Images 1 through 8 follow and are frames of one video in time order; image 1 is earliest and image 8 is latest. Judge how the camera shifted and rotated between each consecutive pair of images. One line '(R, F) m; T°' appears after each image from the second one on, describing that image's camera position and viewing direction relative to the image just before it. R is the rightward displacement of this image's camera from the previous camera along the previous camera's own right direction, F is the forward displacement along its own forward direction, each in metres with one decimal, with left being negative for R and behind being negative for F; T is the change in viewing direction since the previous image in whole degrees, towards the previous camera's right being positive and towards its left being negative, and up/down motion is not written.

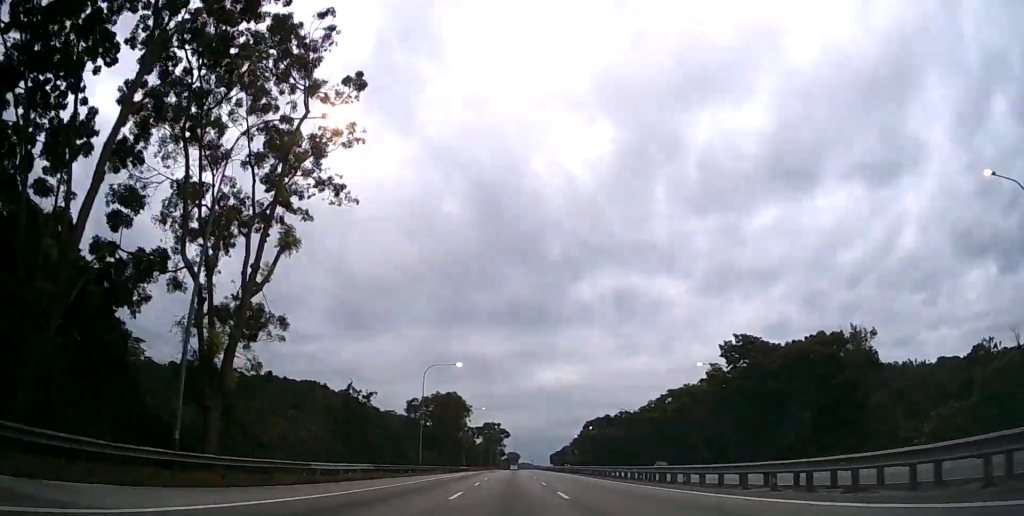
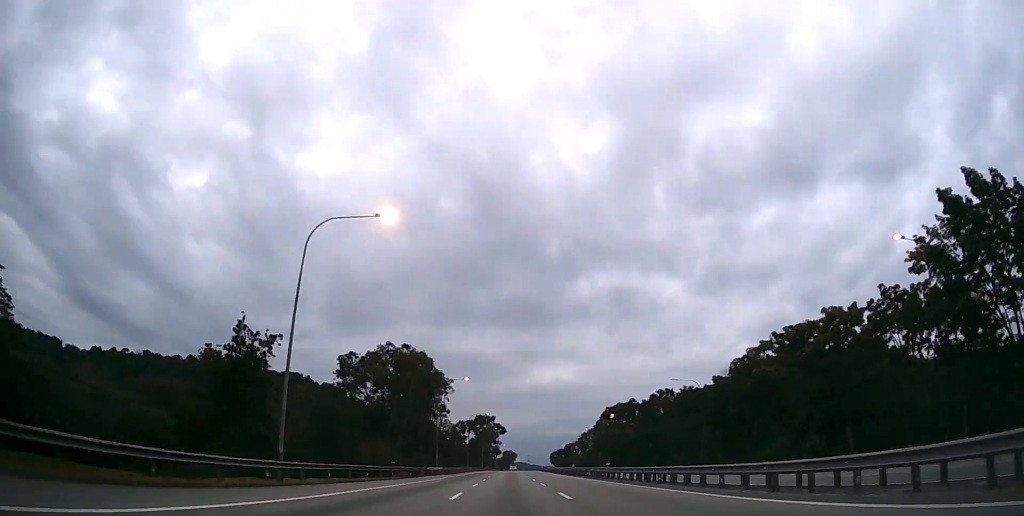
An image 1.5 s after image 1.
(0.0, +36.3) m; 0°
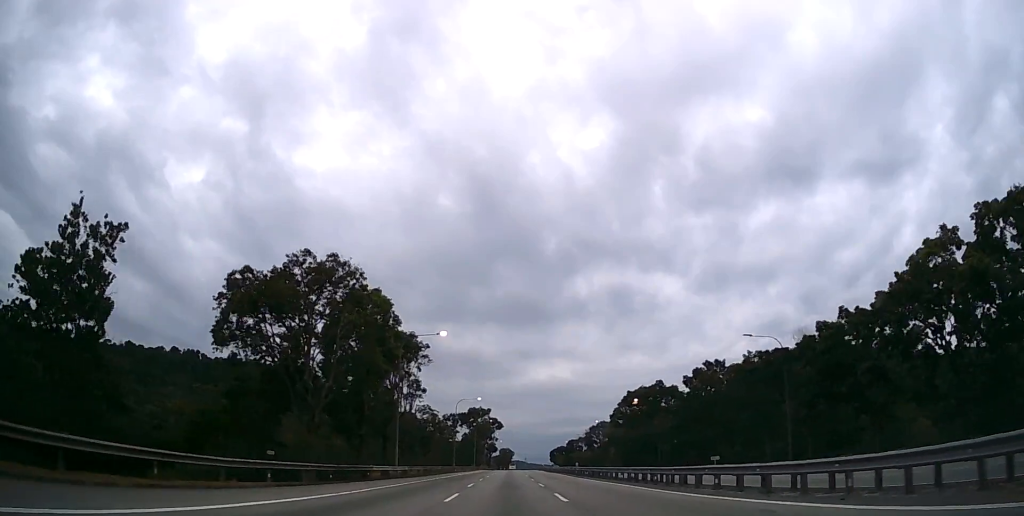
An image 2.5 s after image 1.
(+0.2, +24.0) m; 0°
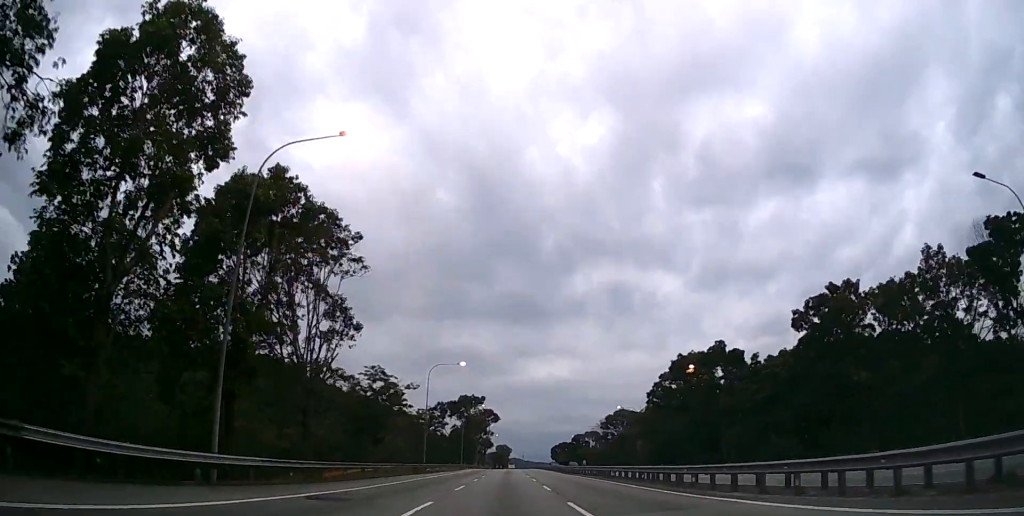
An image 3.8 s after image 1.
(0.0, +29.8) m; 0°
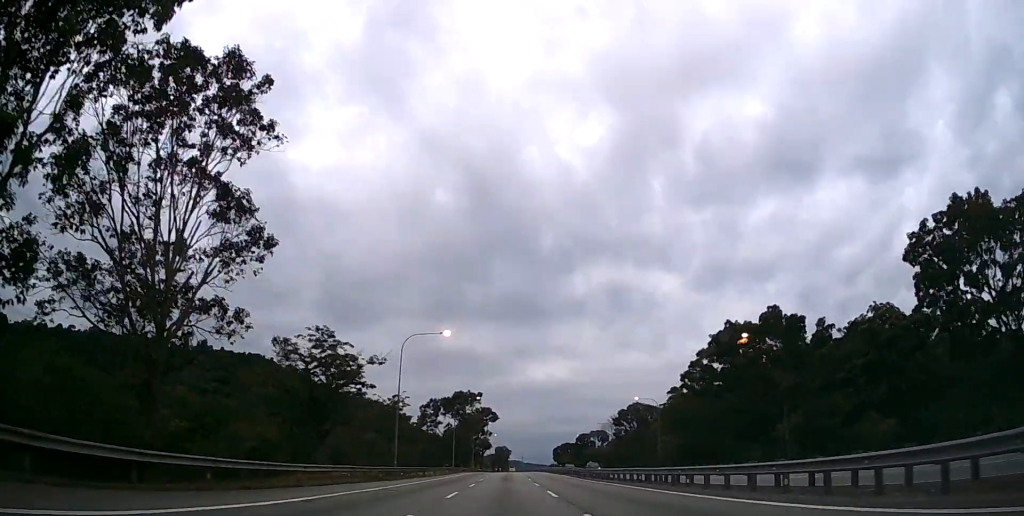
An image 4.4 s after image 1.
(0.0, +15.3) m; 0°
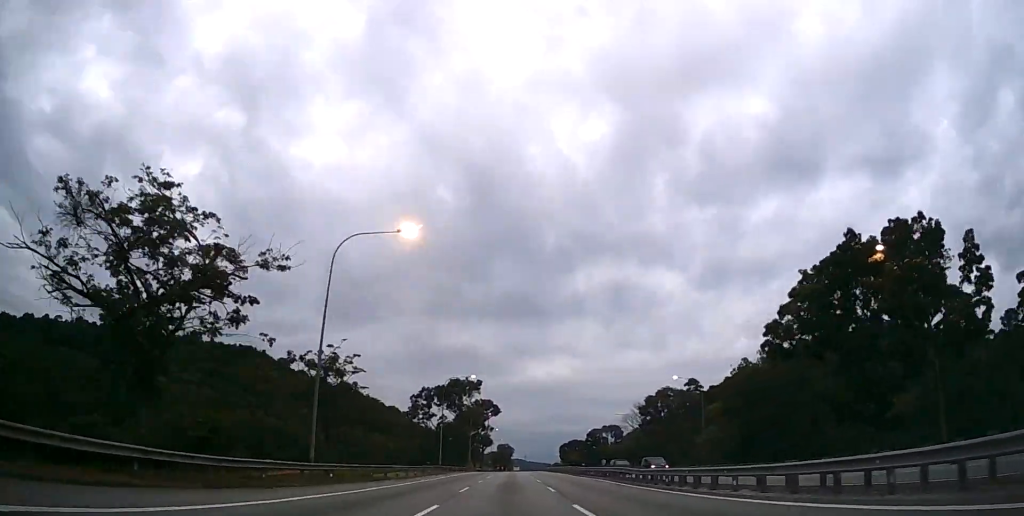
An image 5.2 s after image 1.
(0.0, +20.3) m; 0°
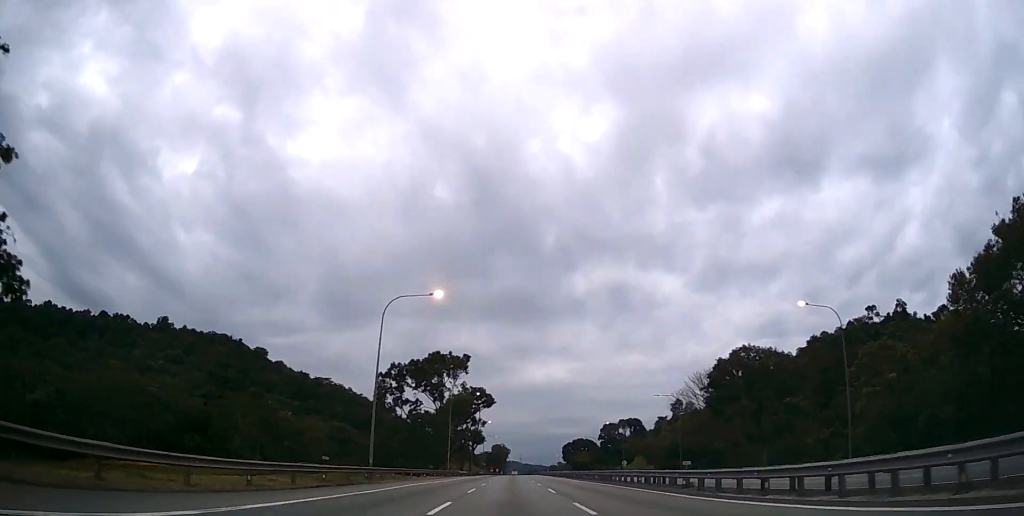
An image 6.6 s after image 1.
(0.0, +34.1) m; 0°
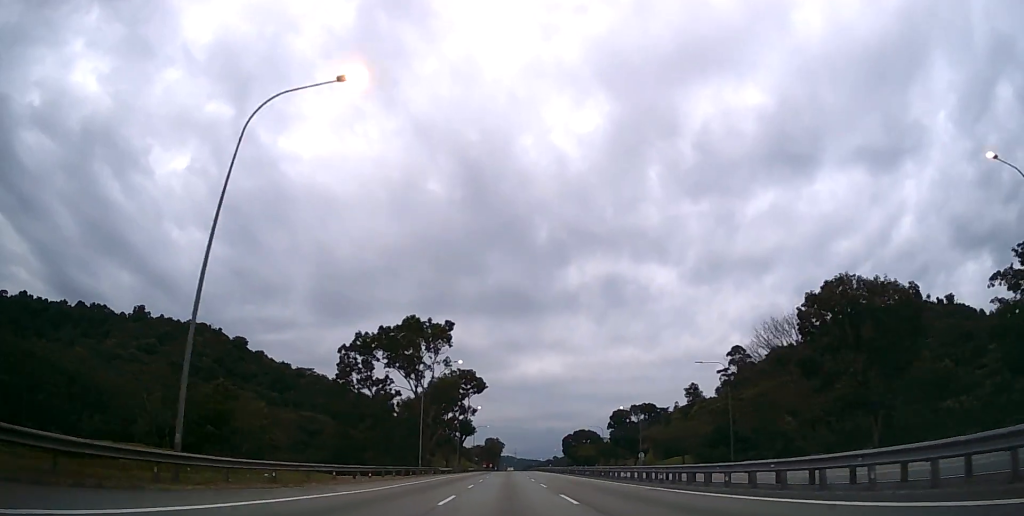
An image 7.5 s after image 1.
(+0.1, +21.5) m; +1°
